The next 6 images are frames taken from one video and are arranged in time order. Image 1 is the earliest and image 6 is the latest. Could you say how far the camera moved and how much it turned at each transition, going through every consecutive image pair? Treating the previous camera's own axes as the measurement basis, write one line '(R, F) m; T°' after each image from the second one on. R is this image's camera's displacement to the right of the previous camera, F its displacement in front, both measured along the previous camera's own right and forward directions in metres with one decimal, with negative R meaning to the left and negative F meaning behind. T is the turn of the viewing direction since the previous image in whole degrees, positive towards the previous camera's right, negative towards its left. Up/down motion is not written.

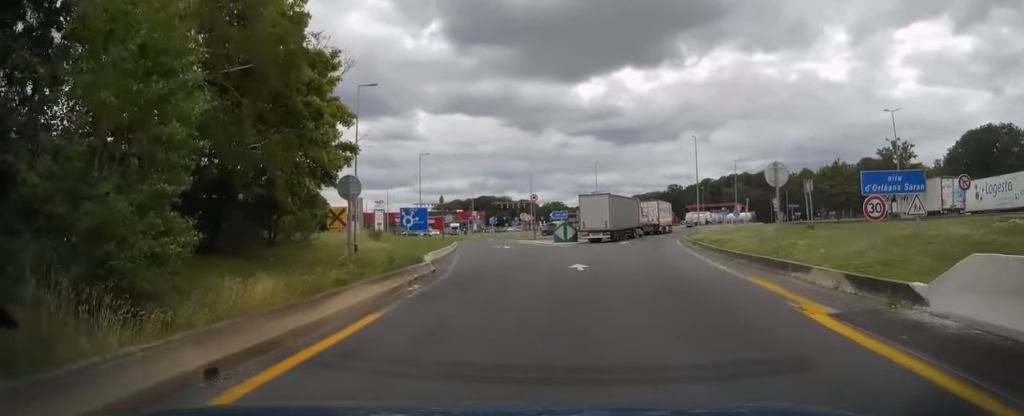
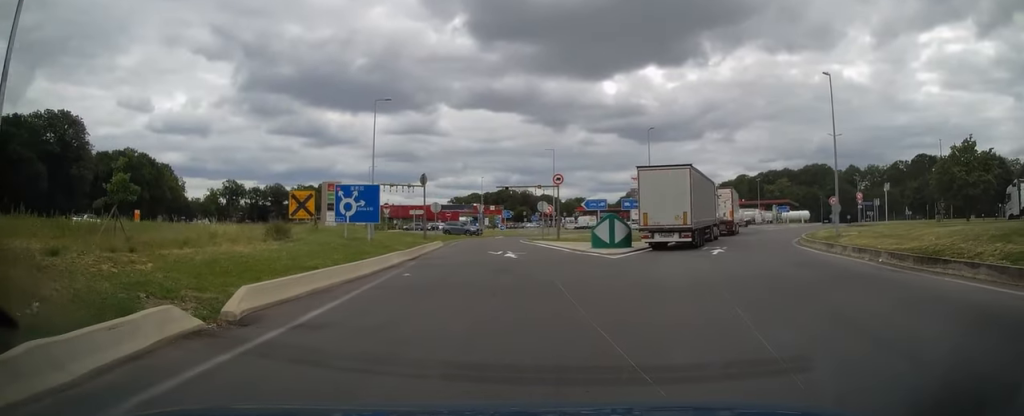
(-0.3, +20.6) m; -2°
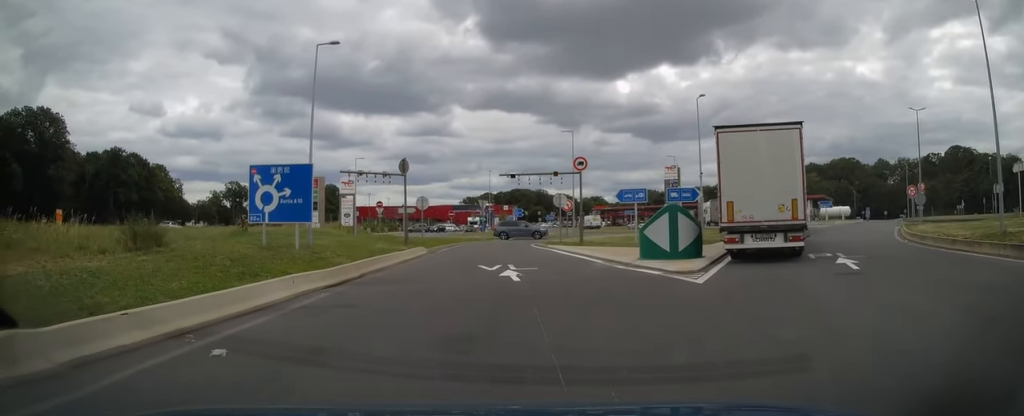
(-0.2, +10.7) m; -2°
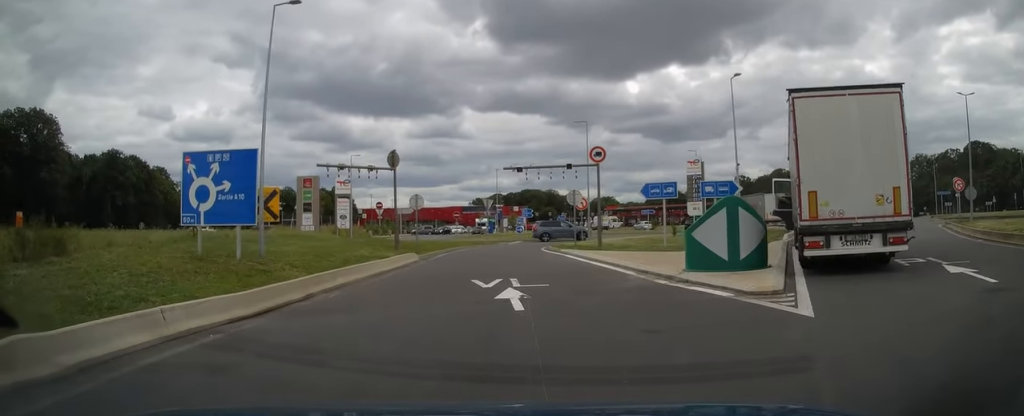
(-0.1, +4.8) m; -1°
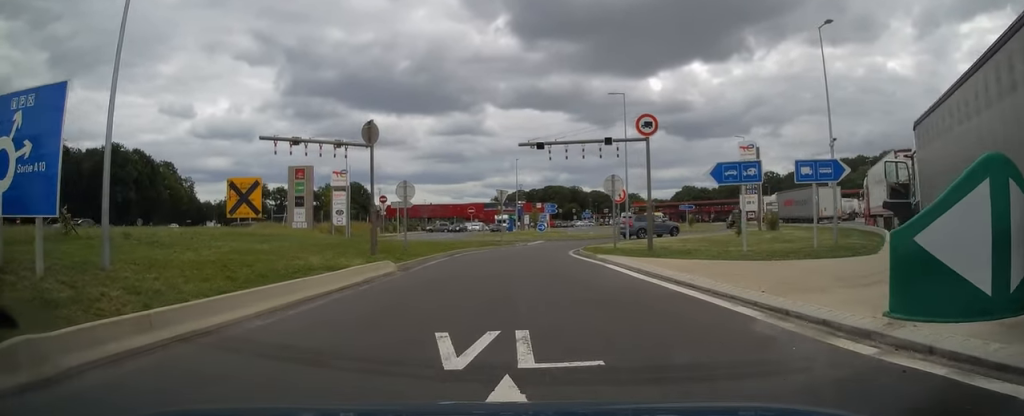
(-0.1, +8.0) m; -1°
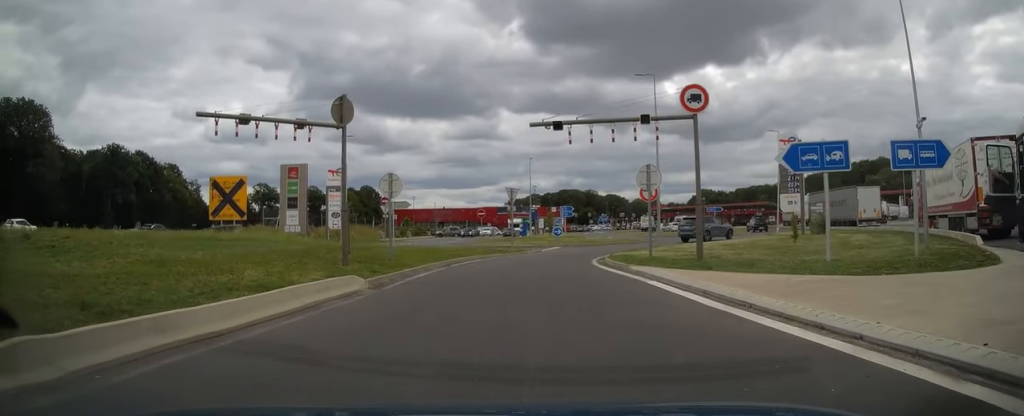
(0.0, +4.8) m; 0°
